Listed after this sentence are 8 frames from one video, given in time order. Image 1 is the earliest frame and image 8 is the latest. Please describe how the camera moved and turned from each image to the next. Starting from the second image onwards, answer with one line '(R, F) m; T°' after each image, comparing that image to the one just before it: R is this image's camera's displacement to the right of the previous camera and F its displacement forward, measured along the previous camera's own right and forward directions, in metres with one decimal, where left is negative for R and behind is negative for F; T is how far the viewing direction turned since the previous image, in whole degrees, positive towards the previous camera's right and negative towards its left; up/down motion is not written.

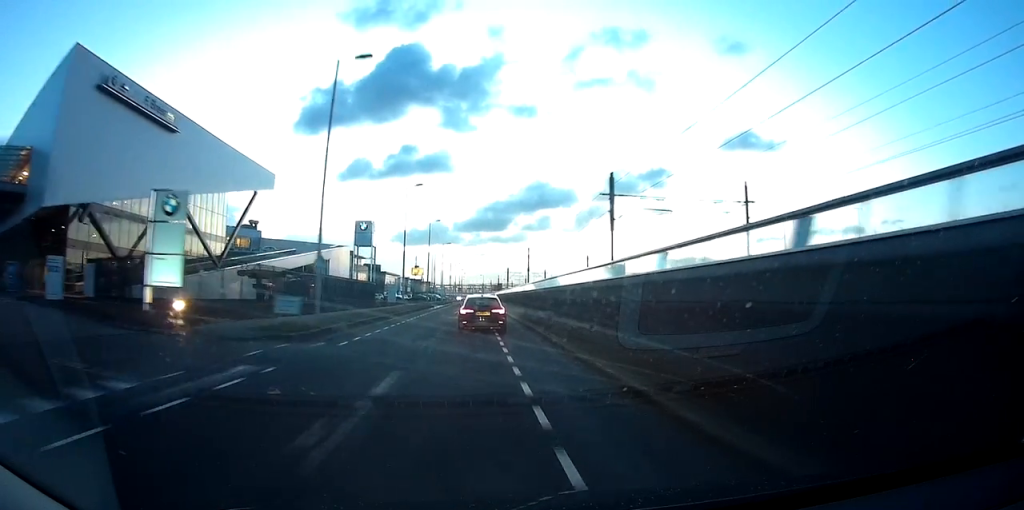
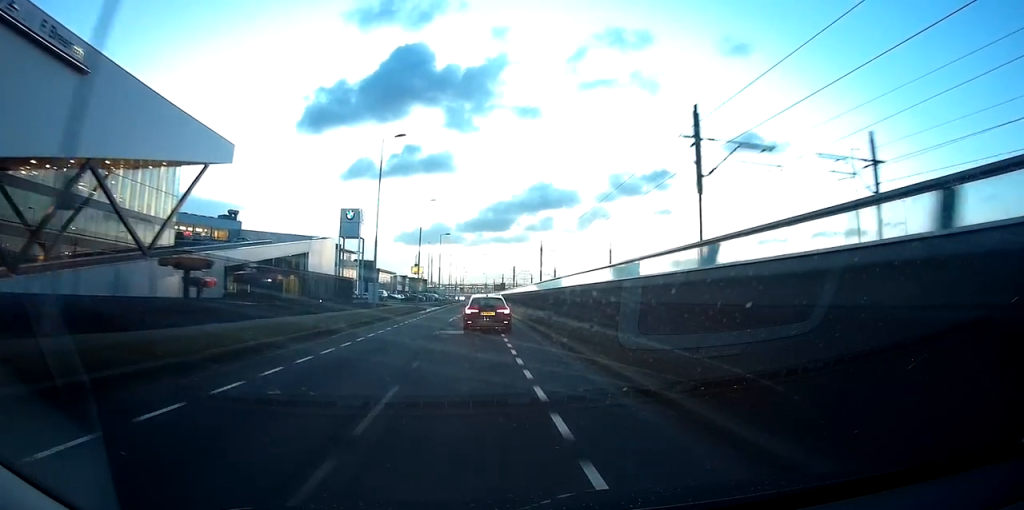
(-0.3, +14.6) m; -1°
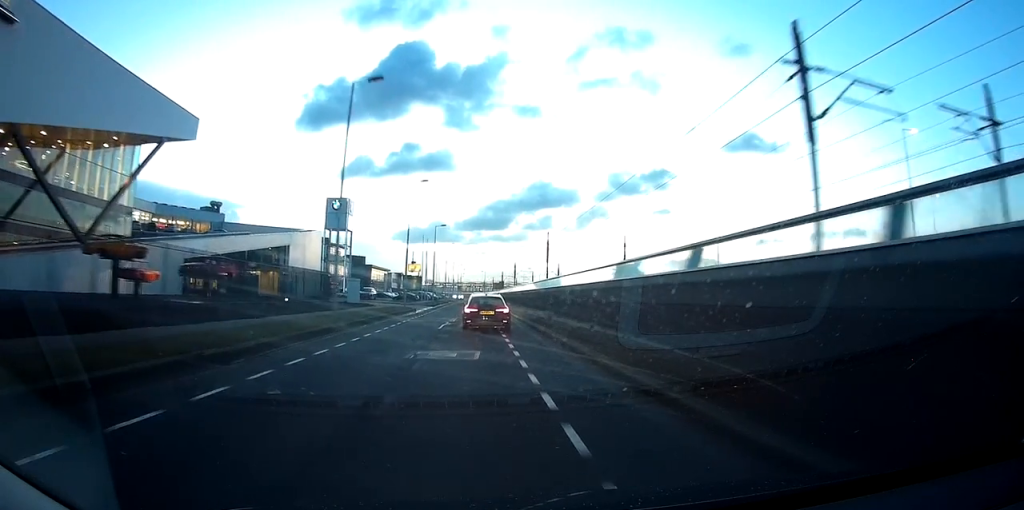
(-0.1, +8.7) m; +1°
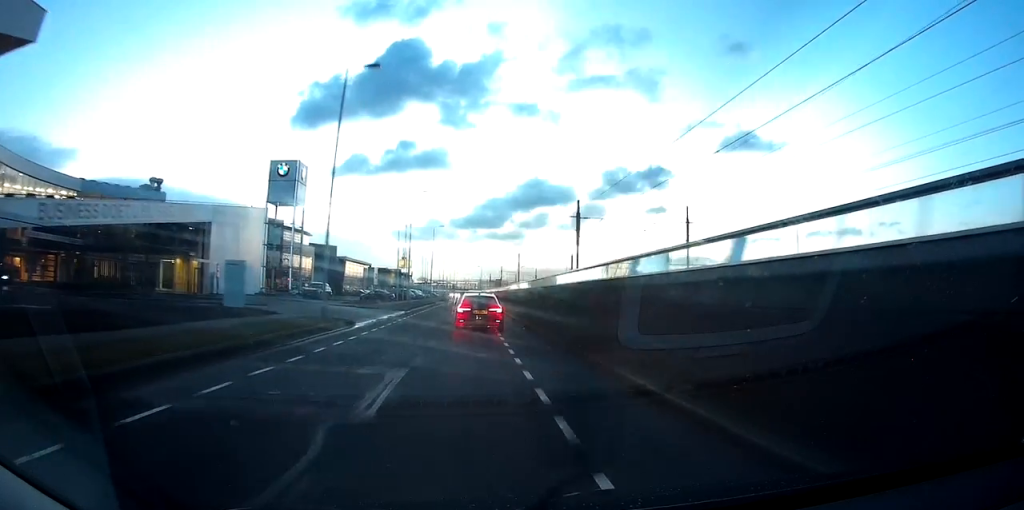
(+0.2, +23.9) m; 0°
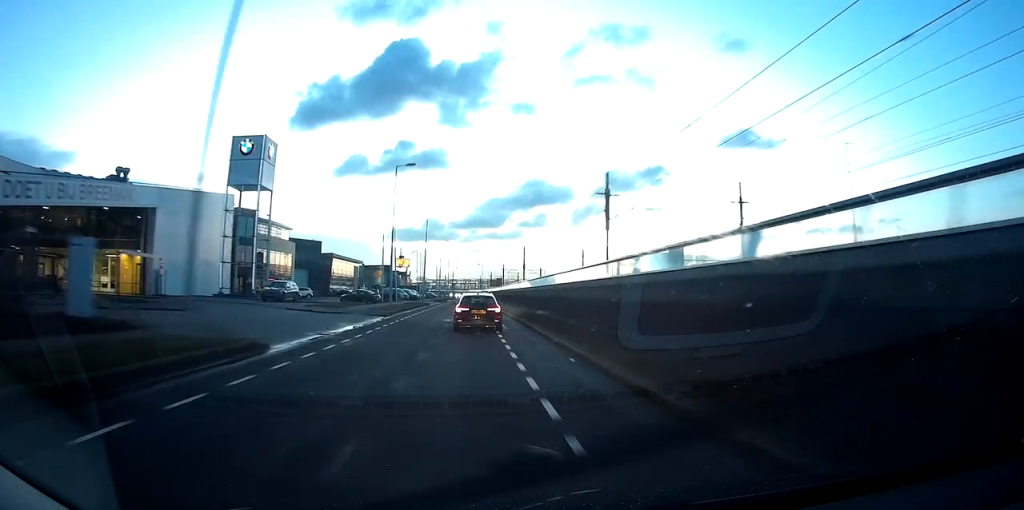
(-0.3, +11.0) m; 0°
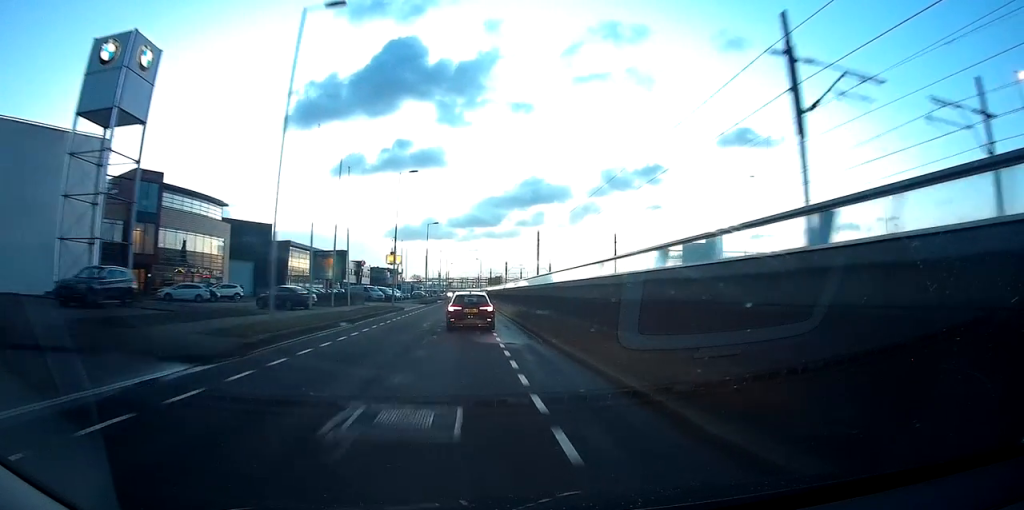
(+0.1, +24.2) m; 0°
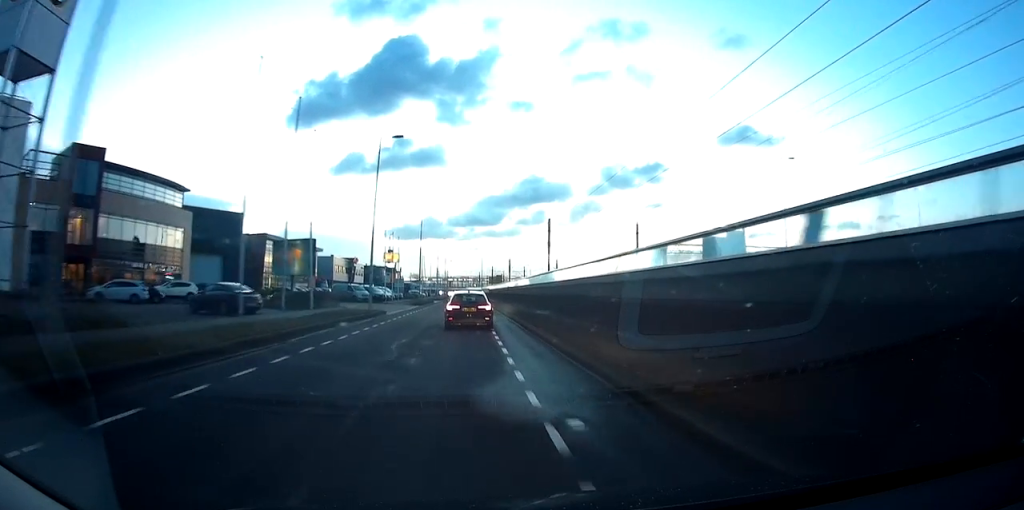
(-0.1, +9.9) m; 0°
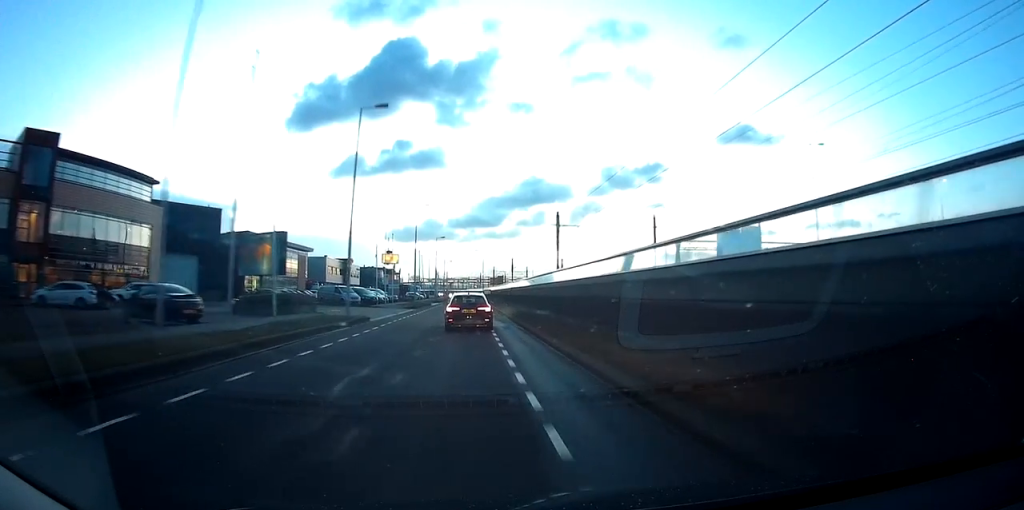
(+0.2, +6.3) m; 0°
